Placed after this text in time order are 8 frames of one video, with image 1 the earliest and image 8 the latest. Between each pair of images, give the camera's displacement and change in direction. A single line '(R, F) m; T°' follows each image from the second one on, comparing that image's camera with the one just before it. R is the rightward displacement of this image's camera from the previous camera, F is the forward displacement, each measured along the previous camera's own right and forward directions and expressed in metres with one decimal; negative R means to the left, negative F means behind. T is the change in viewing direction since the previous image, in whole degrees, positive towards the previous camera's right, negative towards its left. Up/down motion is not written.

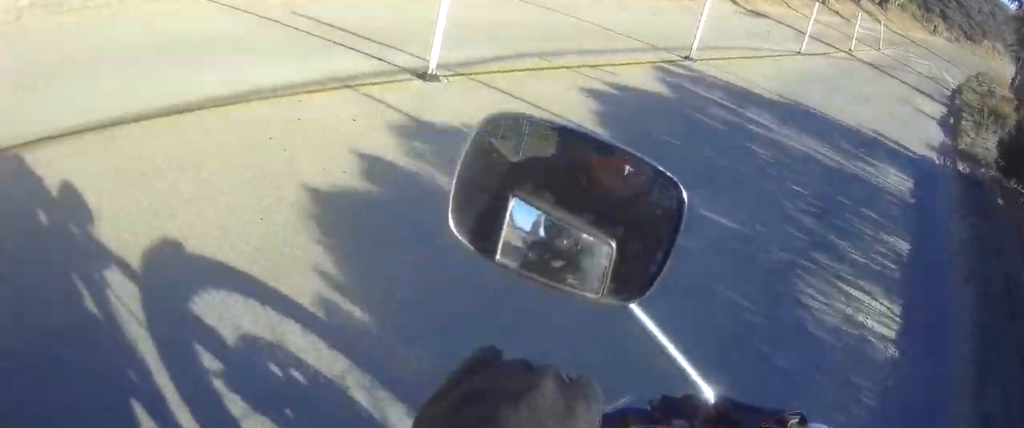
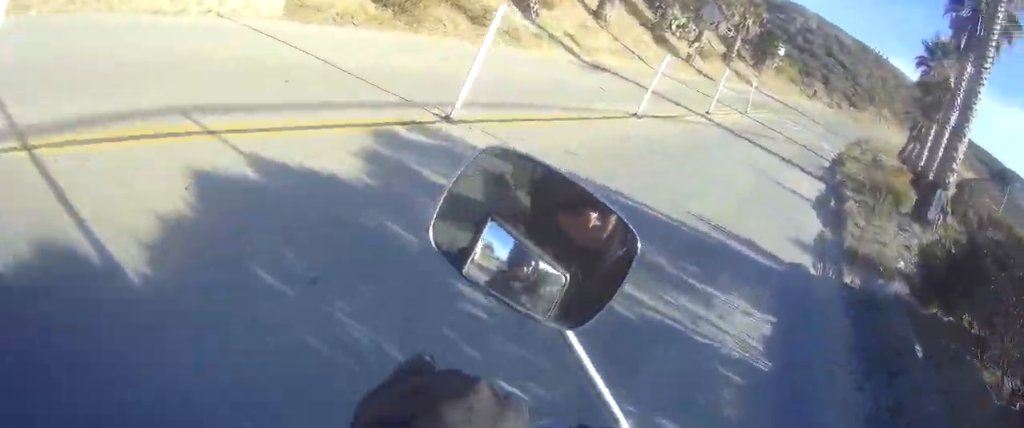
(0.0, +3.0) m; 0°
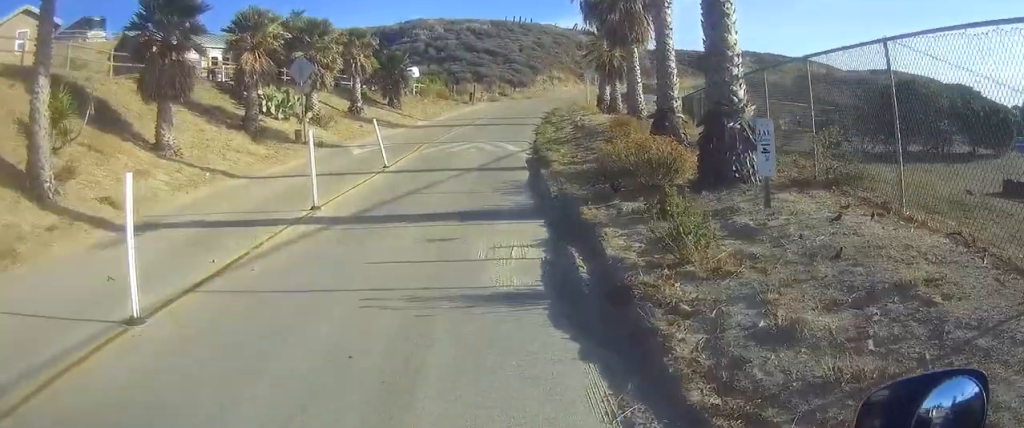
(0.0, +7.3) m; 0°
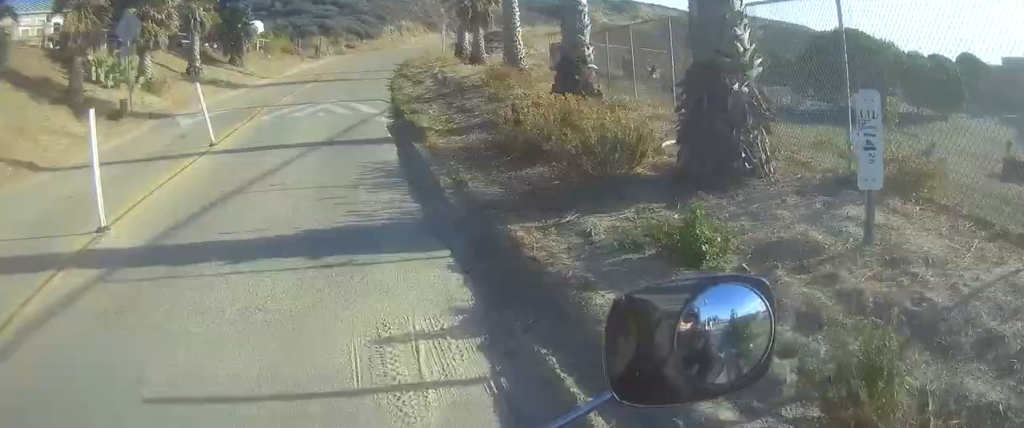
(0.0, +4.4) m; 0°
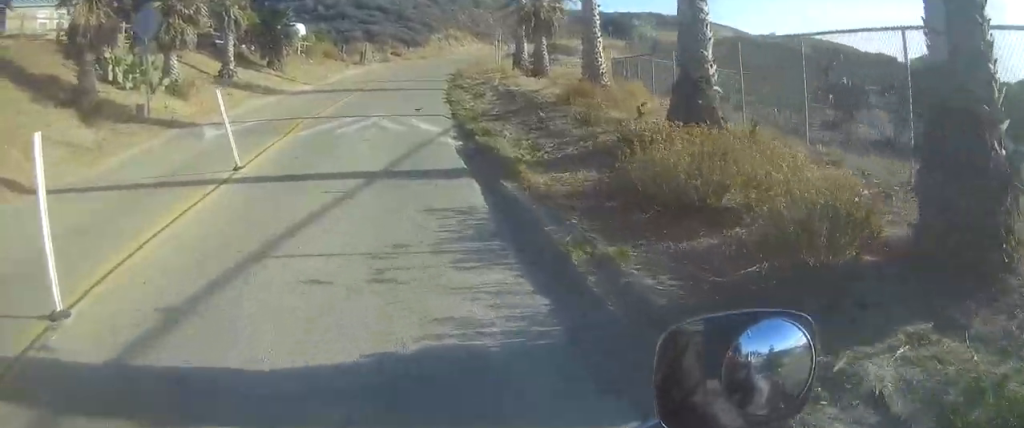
(0.0, +2.7) m; 0°
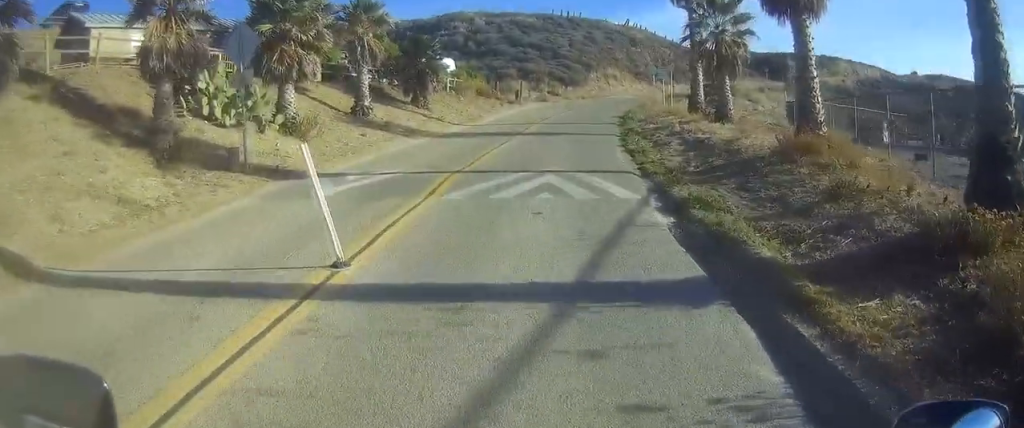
(0.0, +3.6) m; +1°
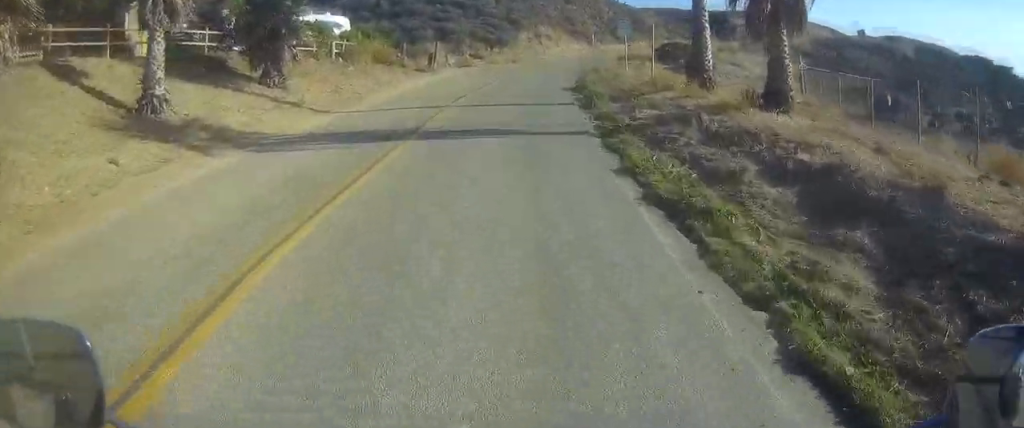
(+0.8, +10.7) m; +11°
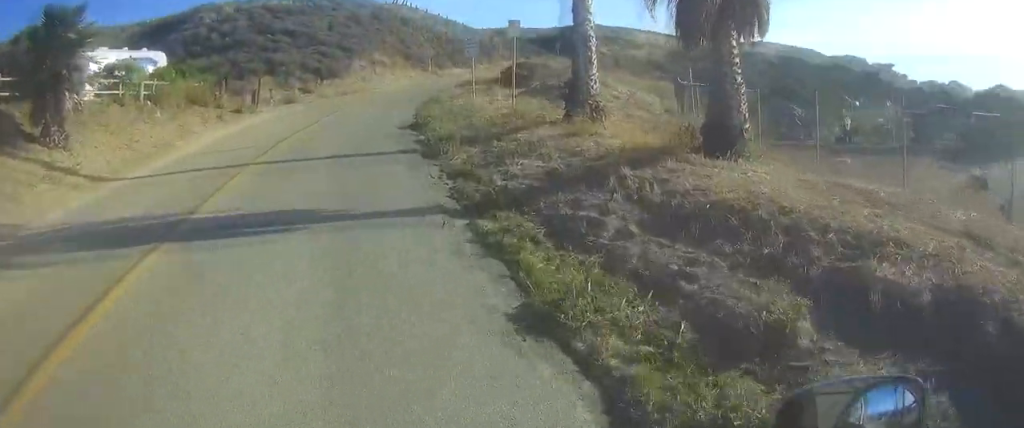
(+0.3, +4.9) m; +4°
